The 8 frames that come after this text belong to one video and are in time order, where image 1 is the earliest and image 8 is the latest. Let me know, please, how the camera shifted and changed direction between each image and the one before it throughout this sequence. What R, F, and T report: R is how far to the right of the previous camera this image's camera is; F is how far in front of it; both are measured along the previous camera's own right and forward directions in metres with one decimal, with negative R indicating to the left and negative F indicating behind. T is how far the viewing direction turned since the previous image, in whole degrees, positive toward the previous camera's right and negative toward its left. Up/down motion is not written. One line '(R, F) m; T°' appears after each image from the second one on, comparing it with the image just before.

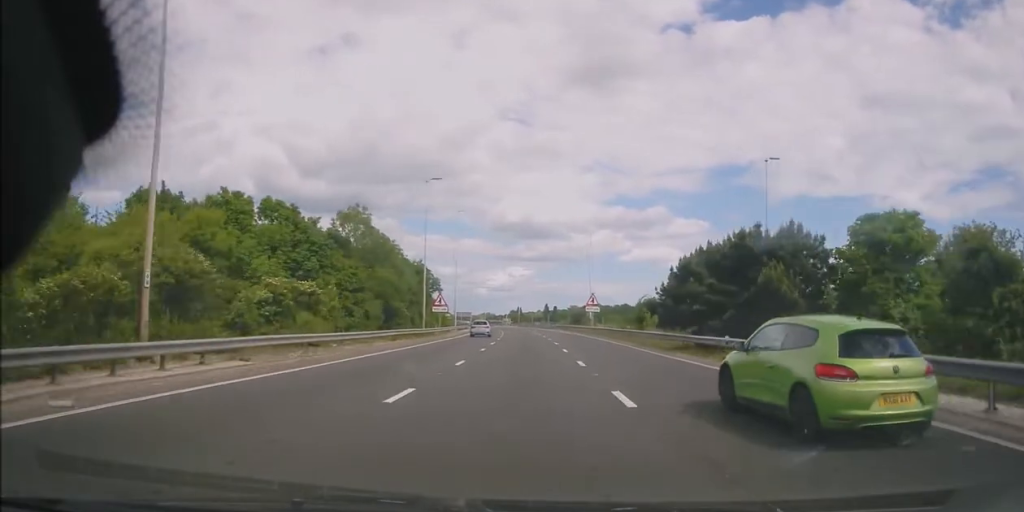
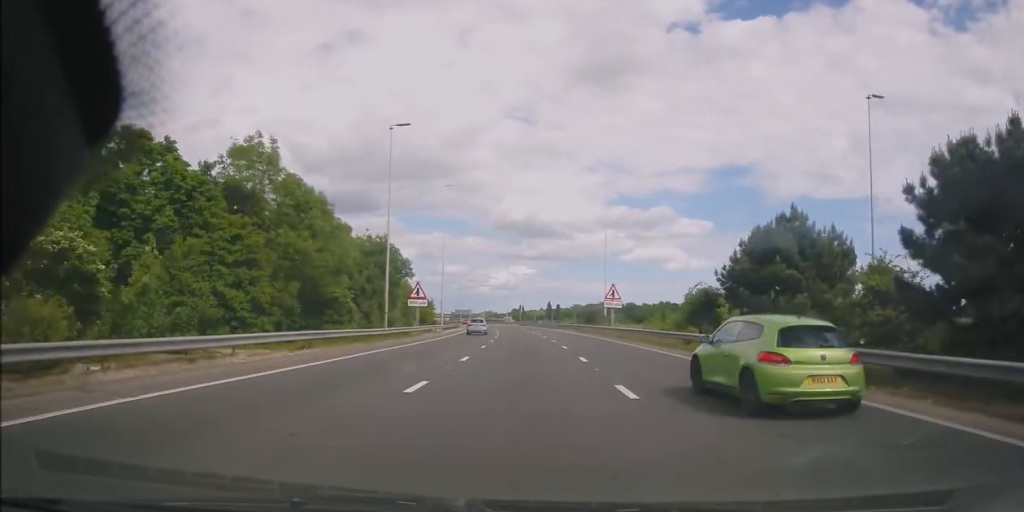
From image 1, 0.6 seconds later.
(-0.1, +16.6) m; -1°
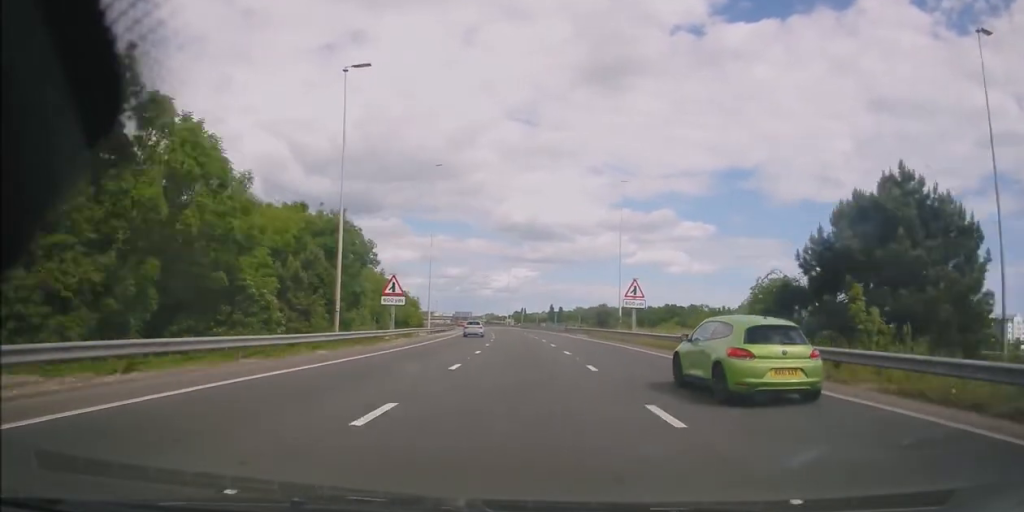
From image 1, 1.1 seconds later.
(0.0, +11.4) m; 0°
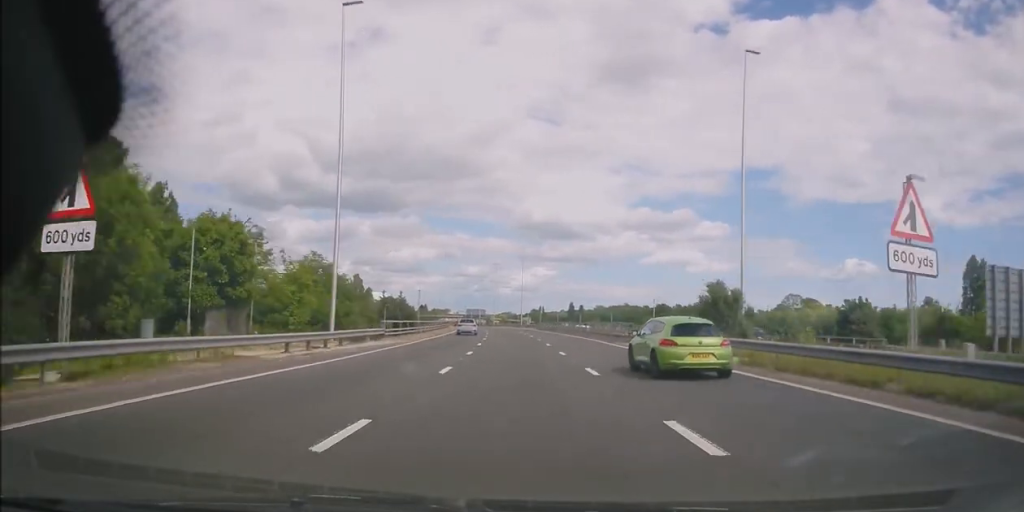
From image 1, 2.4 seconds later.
(-0.4, +36.5) m; -2°
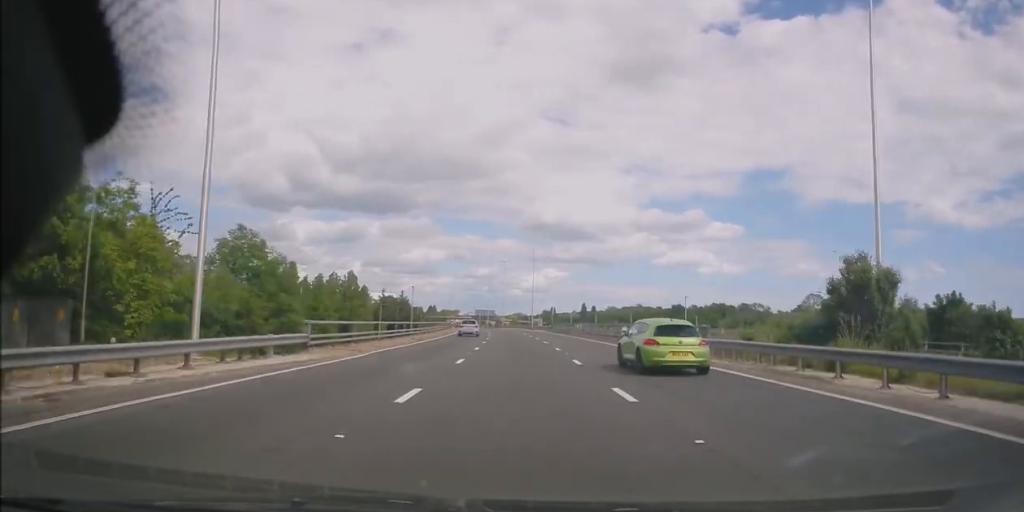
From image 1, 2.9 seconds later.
(-0.2, +13.5) m; -1°
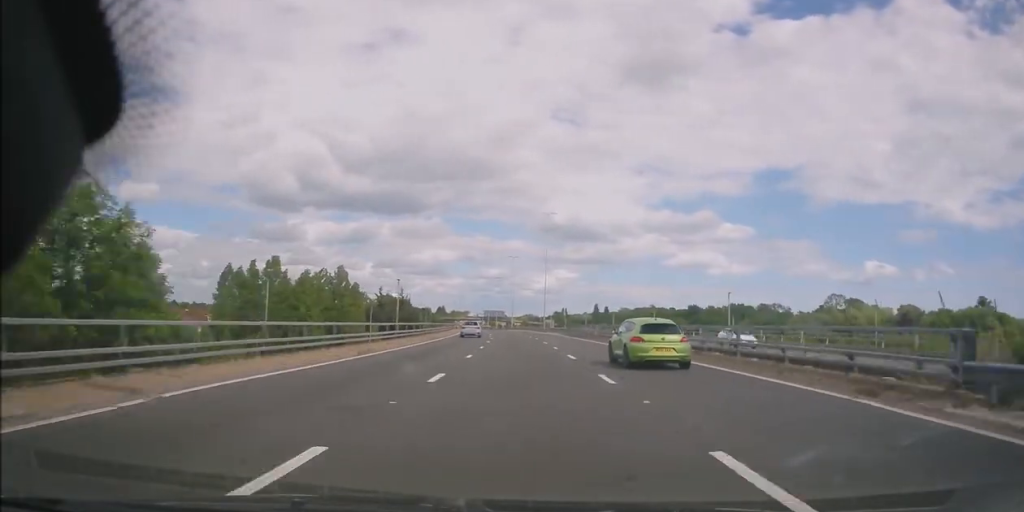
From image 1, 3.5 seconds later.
(-0.1, +14.4) m; -1°
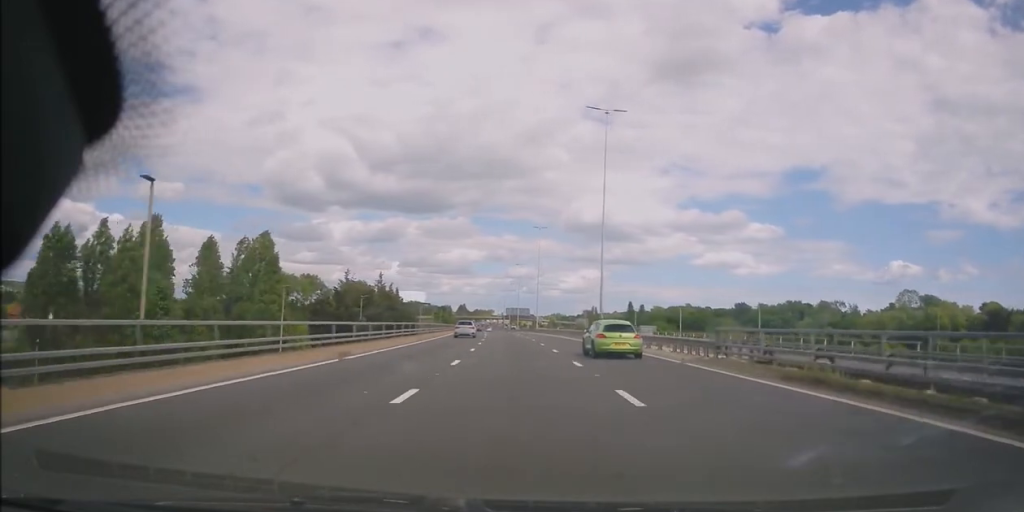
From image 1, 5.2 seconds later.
(-0.8, +46.8) m; -1°
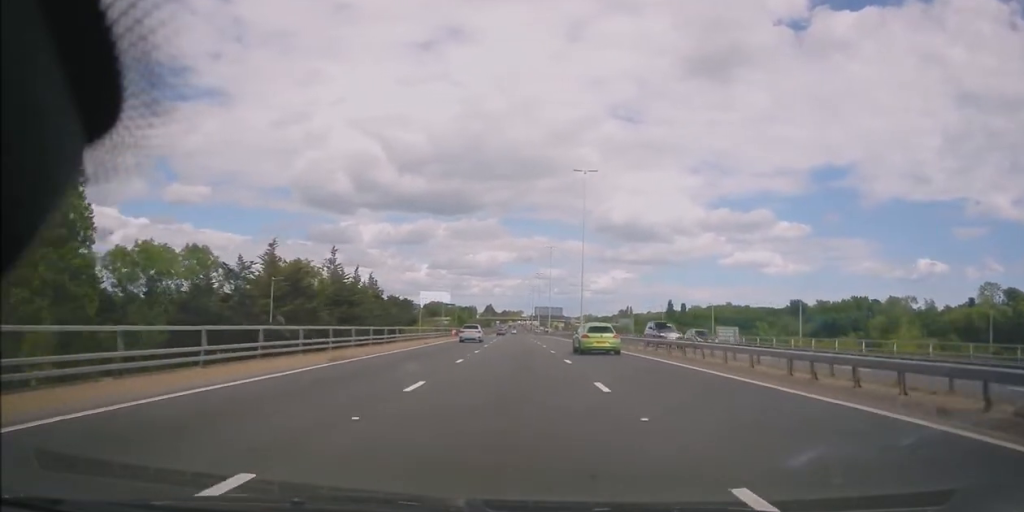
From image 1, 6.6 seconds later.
(-1.0, +41.3) m; -3°
